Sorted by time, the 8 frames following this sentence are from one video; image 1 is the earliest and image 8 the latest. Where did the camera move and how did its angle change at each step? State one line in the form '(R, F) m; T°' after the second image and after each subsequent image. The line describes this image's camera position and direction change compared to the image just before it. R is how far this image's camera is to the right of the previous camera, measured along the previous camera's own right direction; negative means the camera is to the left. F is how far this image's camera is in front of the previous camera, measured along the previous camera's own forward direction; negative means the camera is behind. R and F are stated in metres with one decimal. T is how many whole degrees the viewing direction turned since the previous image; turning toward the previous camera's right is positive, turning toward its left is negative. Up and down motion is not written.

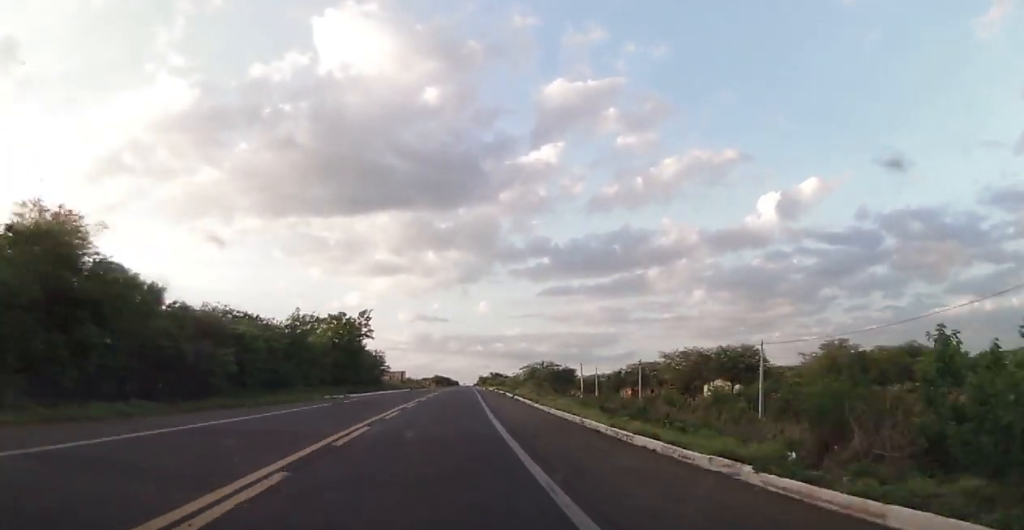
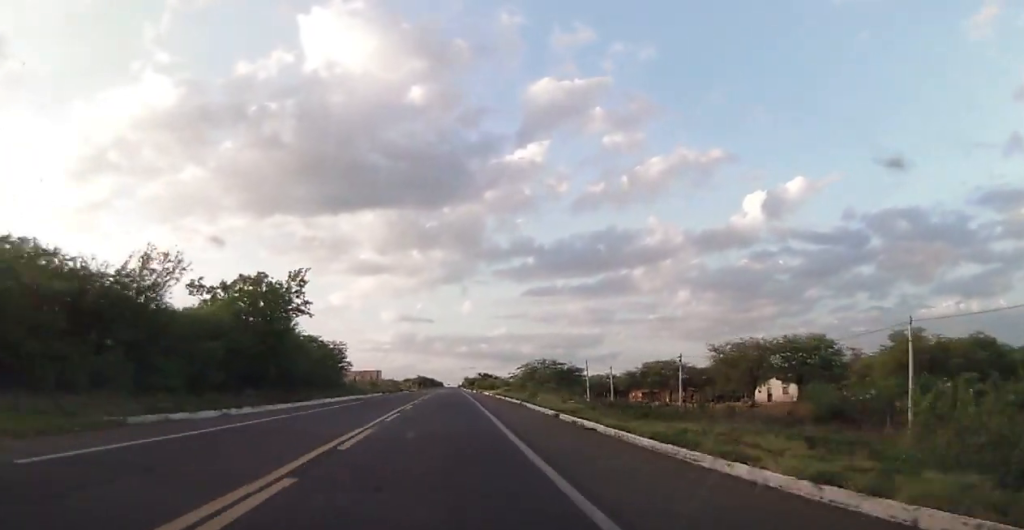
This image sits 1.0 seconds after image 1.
(+0.4, +25.4) m; +1°
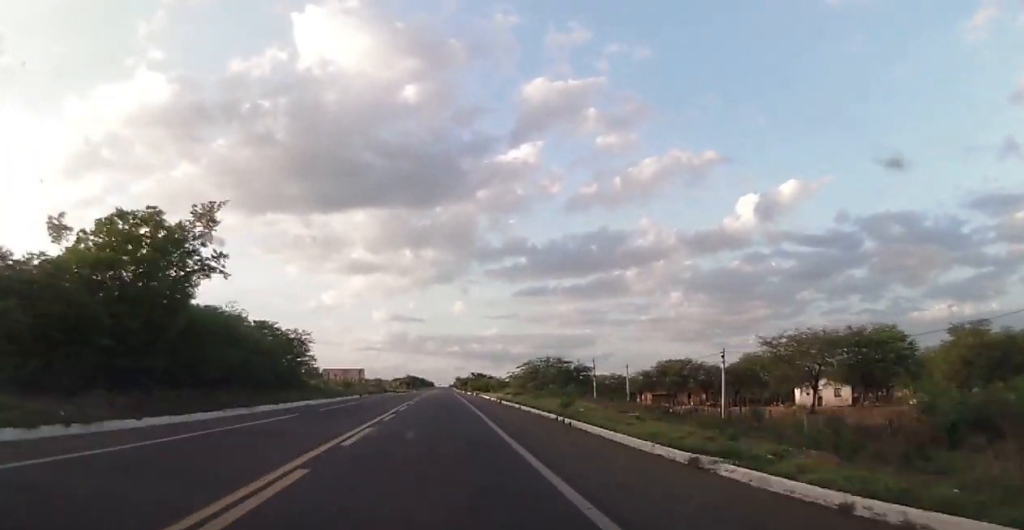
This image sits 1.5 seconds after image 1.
(0.0, +14.9) m; +1°
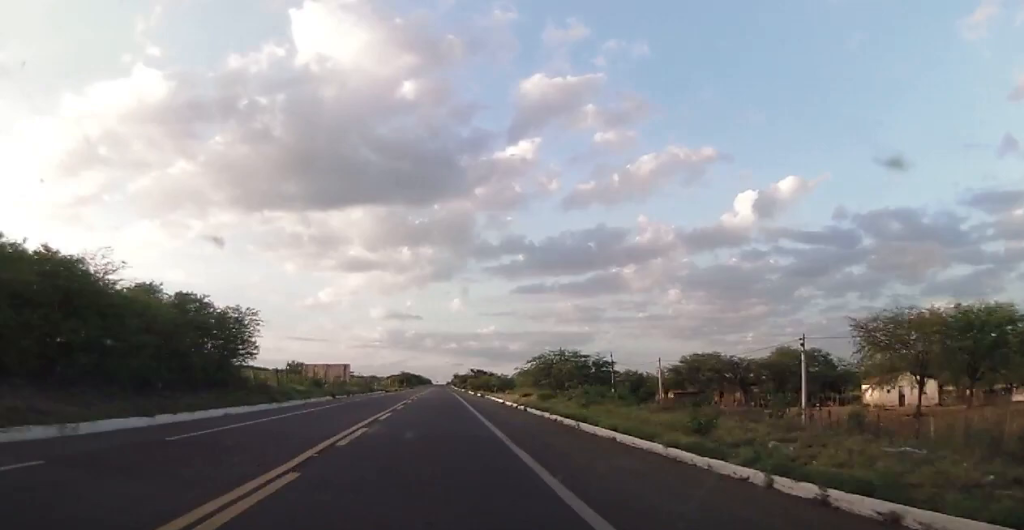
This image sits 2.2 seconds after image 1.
(+0.2, +16.7) m; +1°
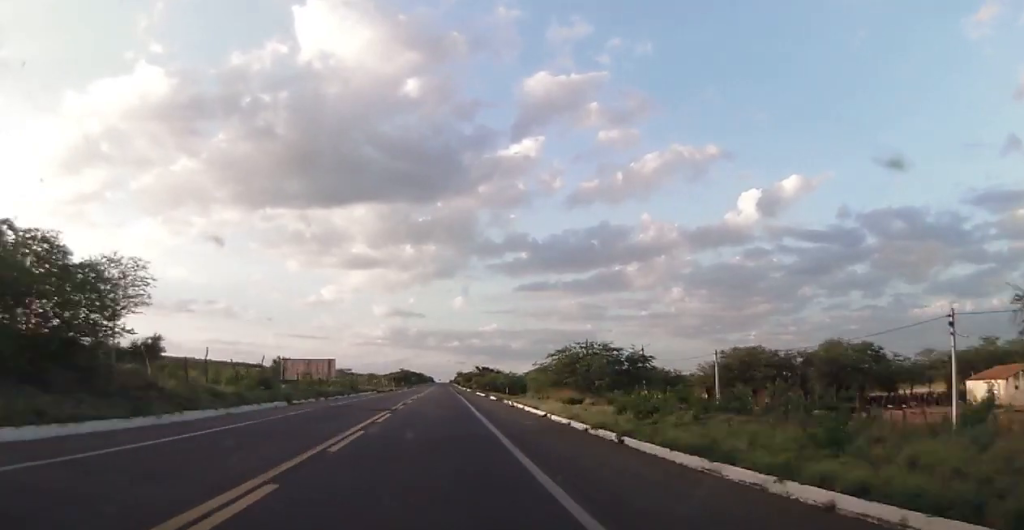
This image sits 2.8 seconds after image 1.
(+0.2, +17.6) m; +1°
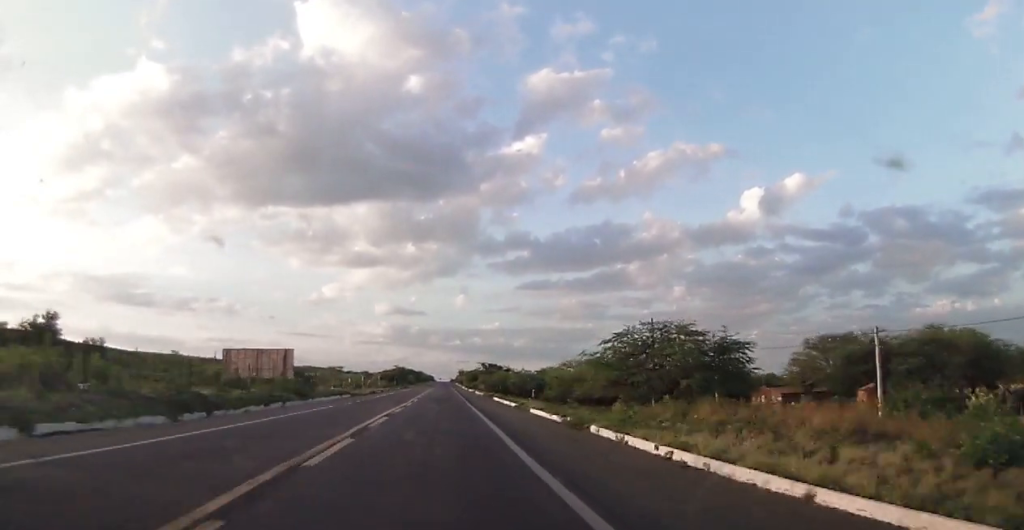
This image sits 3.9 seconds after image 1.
(+0.1, +27.2) m; 0°
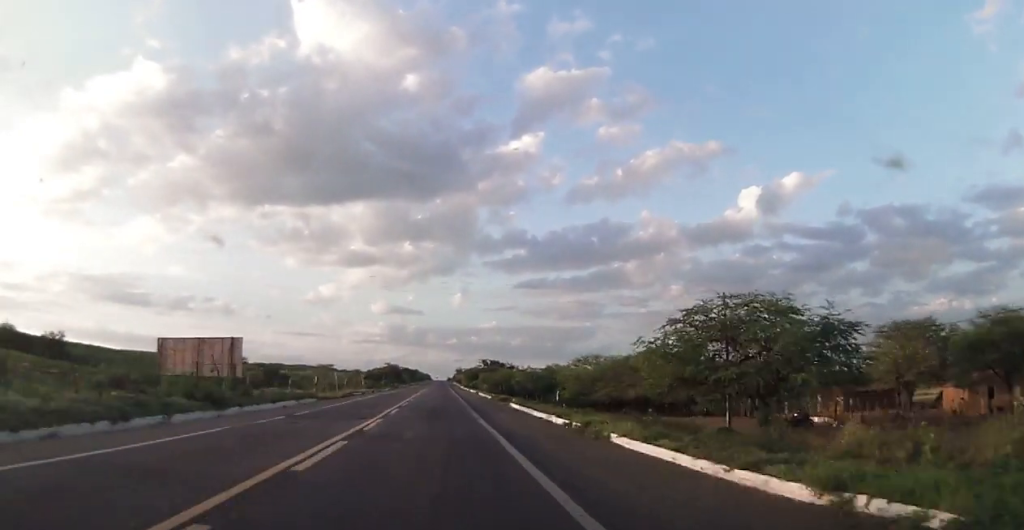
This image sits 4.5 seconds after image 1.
(0.0, +16.7) m; -1°
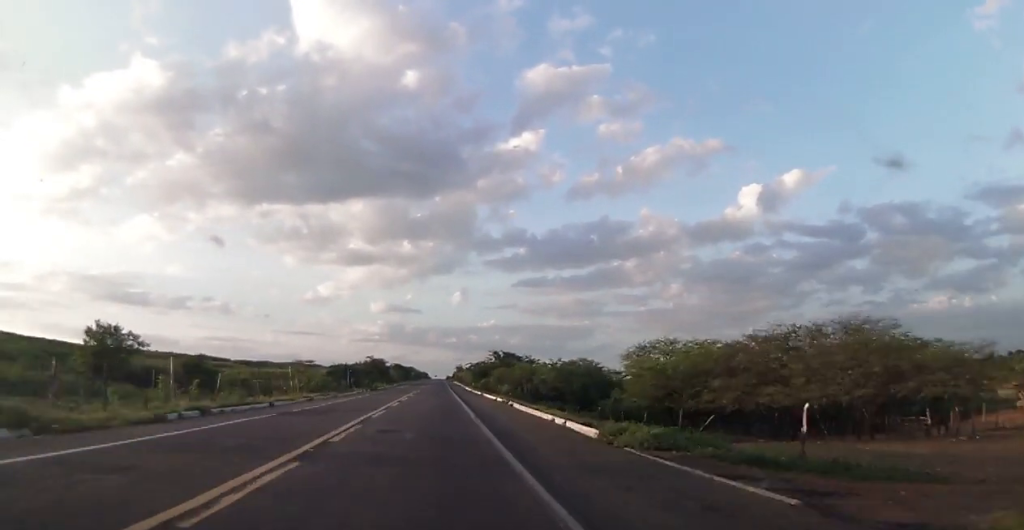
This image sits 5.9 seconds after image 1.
(-0.5, +37.0) m; 0°
